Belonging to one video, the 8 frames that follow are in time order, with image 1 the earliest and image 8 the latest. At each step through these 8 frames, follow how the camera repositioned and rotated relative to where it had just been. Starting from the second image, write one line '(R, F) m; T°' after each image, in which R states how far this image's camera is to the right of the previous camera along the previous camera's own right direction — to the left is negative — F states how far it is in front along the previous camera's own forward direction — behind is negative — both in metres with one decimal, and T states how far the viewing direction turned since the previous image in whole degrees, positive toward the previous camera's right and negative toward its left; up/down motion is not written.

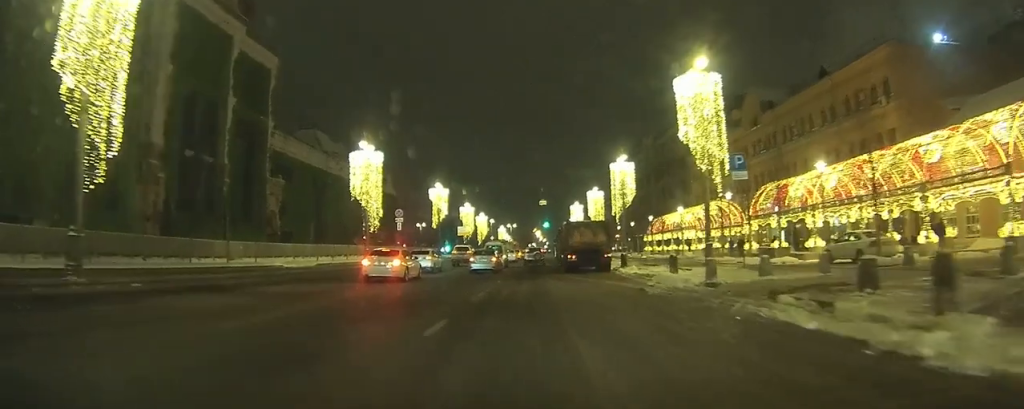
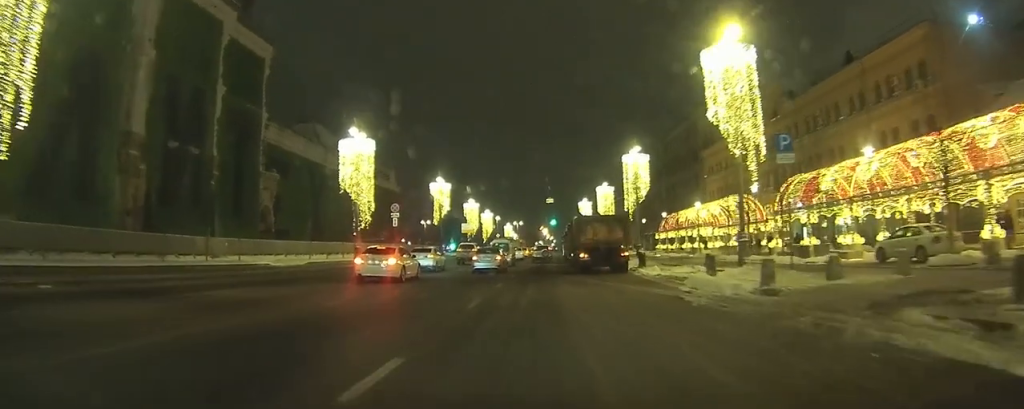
(0.0, +3.9) m; -1°
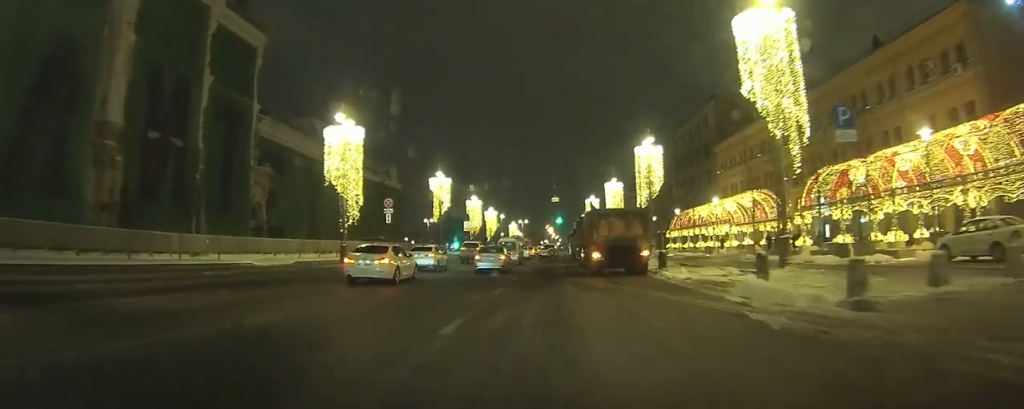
(0.0, +4.2) m; 0°
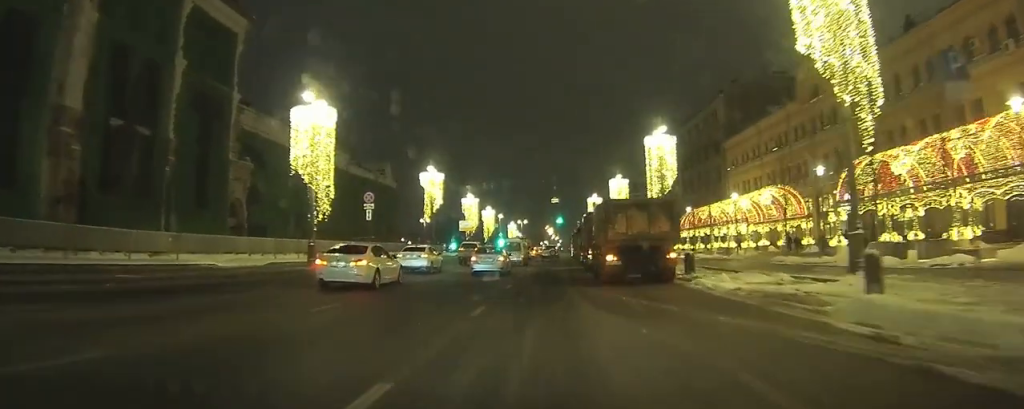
(0.0, +5.9) m; 0°
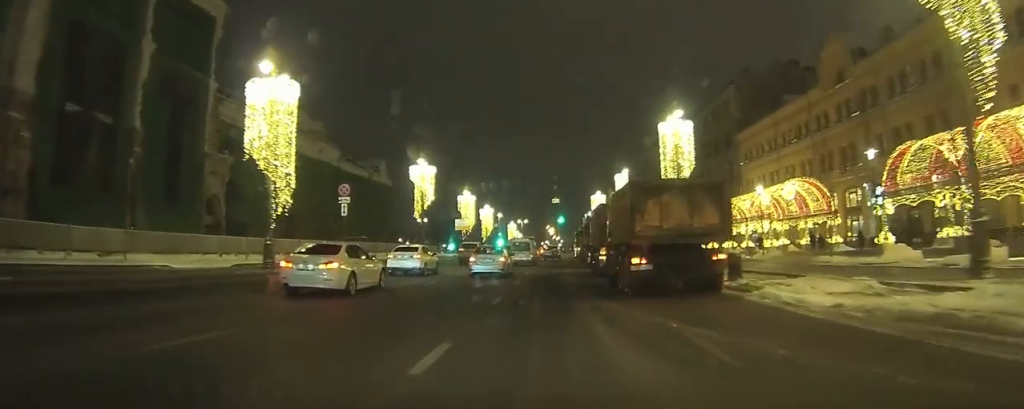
(0.0, +6.7) m; 0°
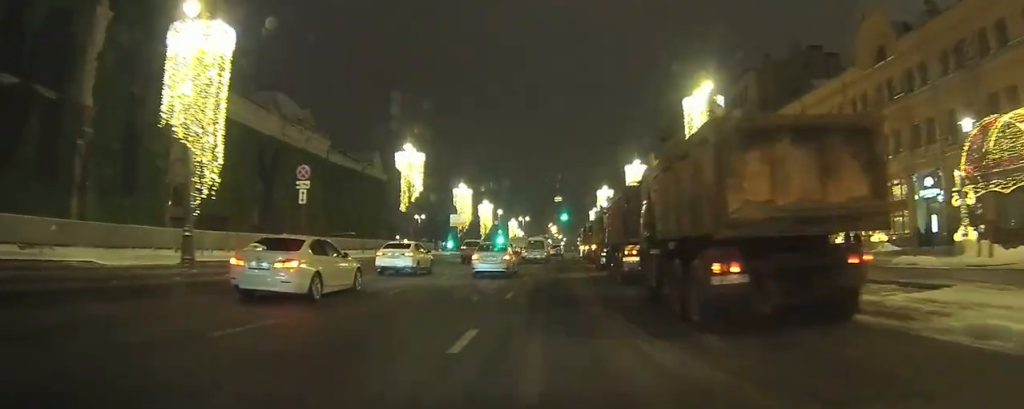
(0.0, +7.9) m; -1°
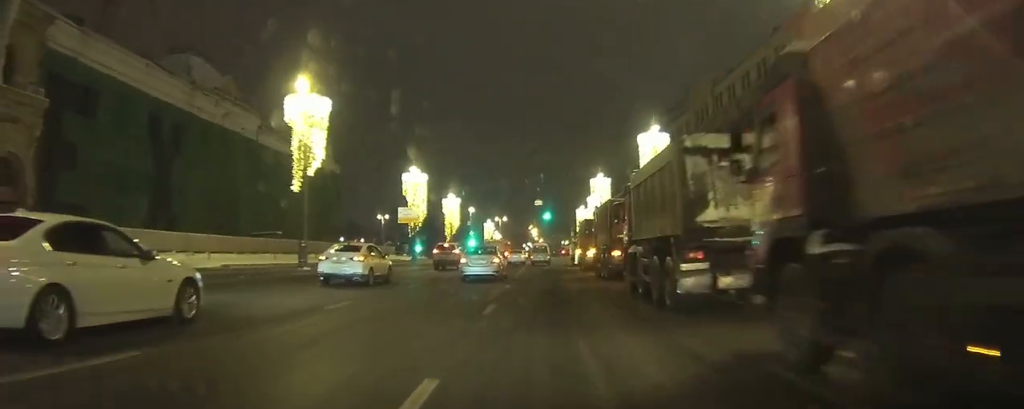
(-0.1, +18.2) m; +1°
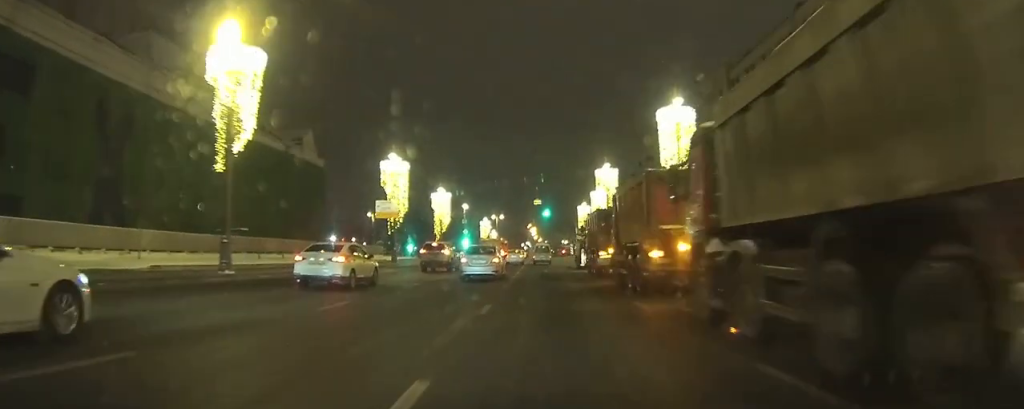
(0.0, +5.7) m; 0°
